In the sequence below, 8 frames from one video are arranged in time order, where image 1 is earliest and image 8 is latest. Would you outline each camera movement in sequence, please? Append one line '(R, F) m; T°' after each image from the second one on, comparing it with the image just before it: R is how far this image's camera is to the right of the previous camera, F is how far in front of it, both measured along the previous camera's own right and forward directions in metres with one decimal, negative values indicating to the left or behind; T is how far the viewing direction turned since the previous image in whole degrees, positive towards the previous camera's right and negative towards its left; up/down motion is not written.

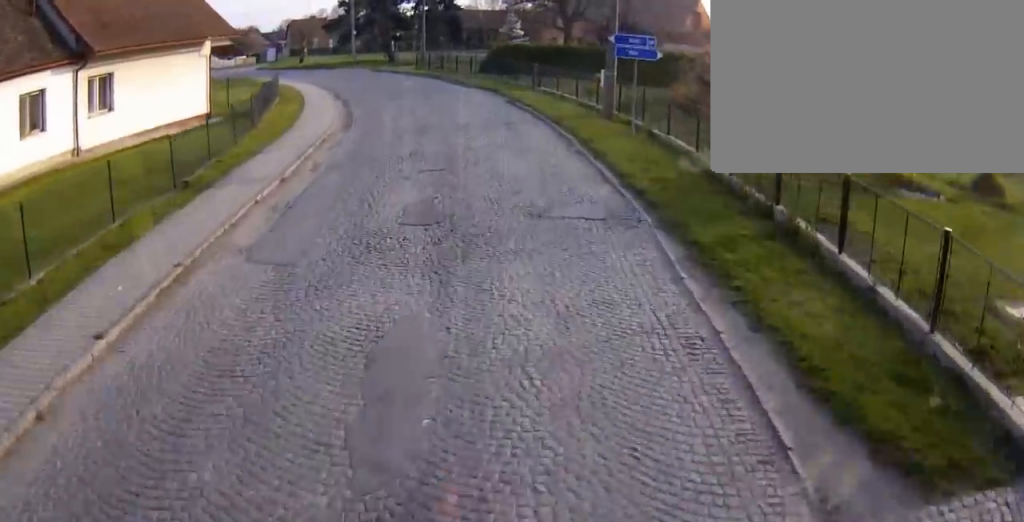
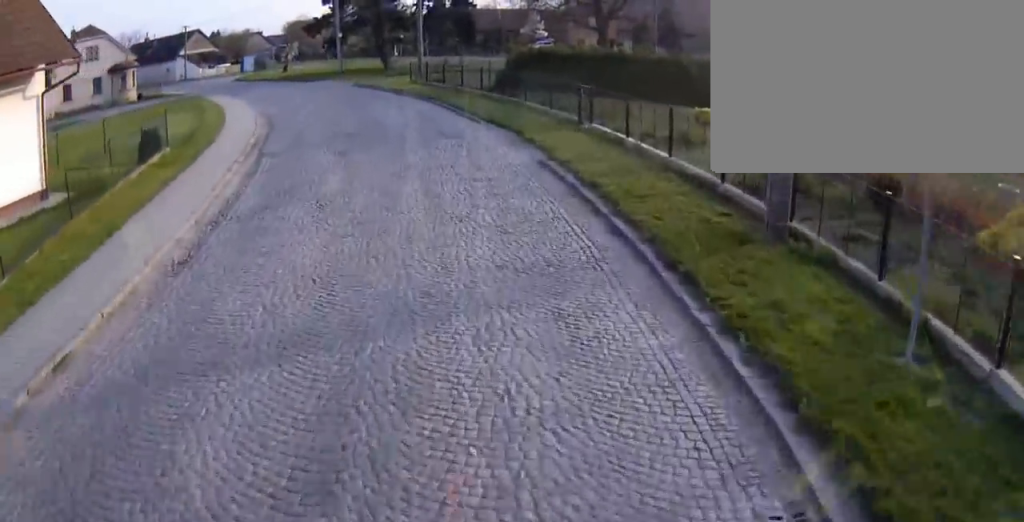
(-0.9, +13.0) m; -7°
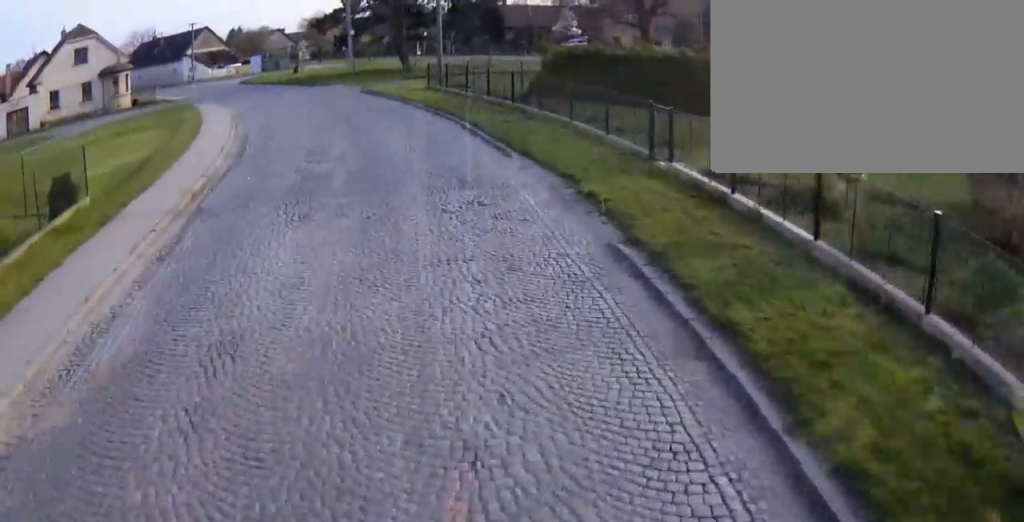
(-0.2, +5.8) m; -3°
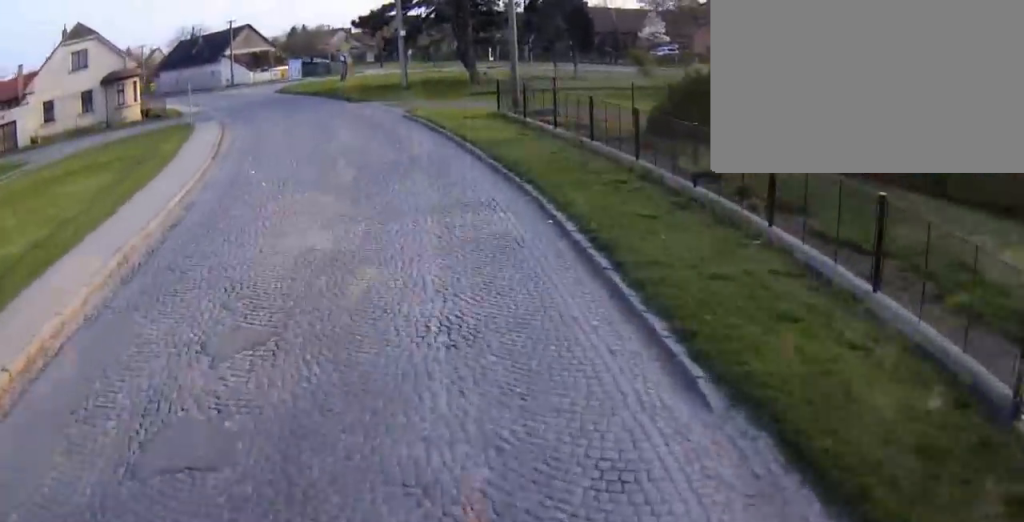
(-0.2, +9.6) m; -5°
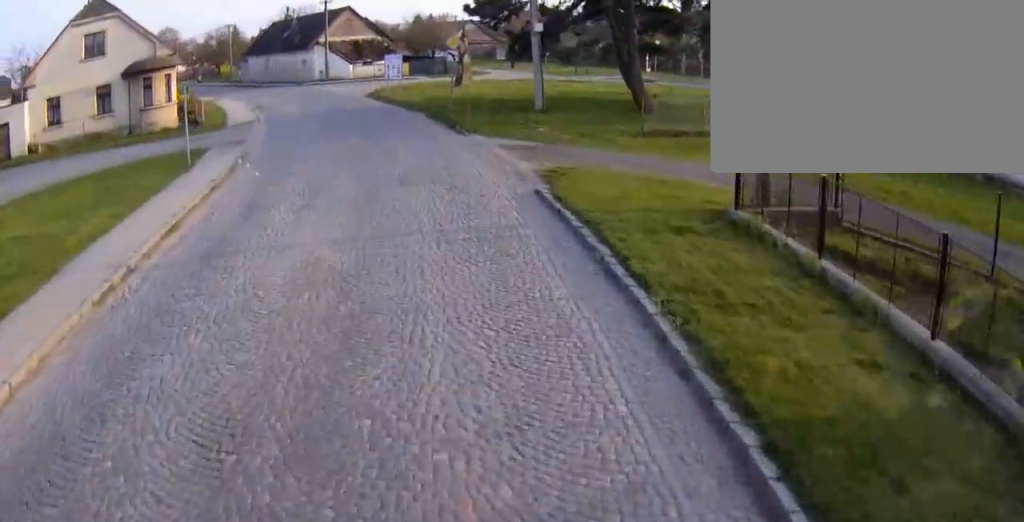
(-0.8, +12.3) m; -6°
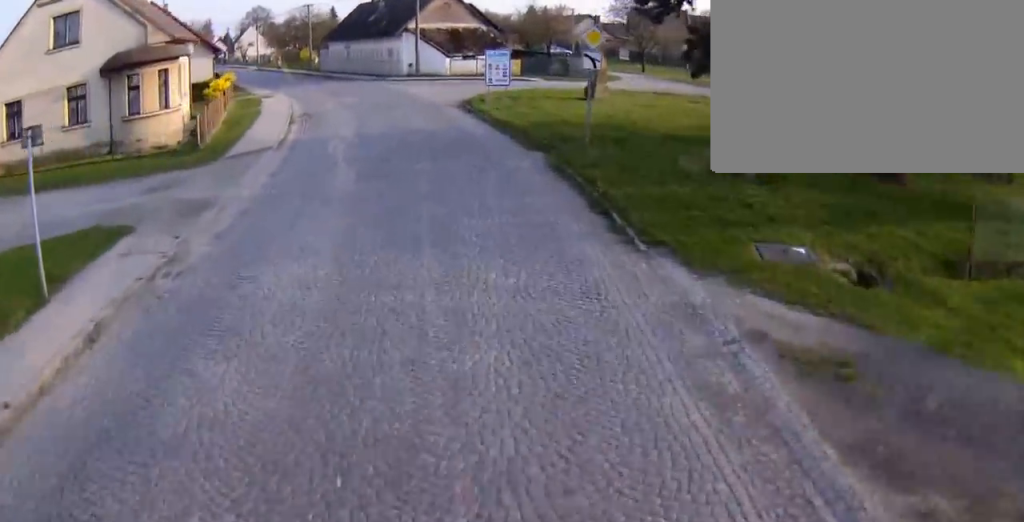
(-0.4, +11.1) m; -7°
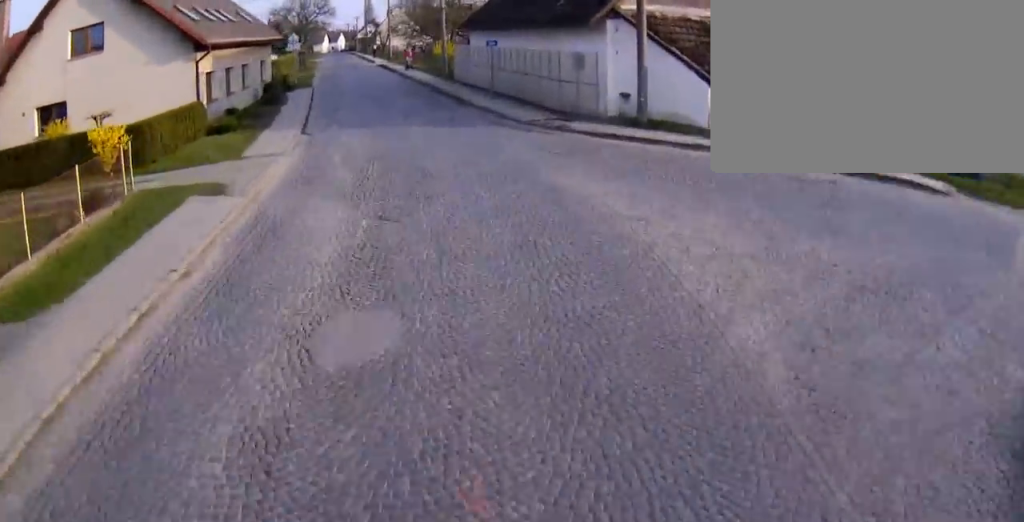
(-5.6, +27.3) m; -18°
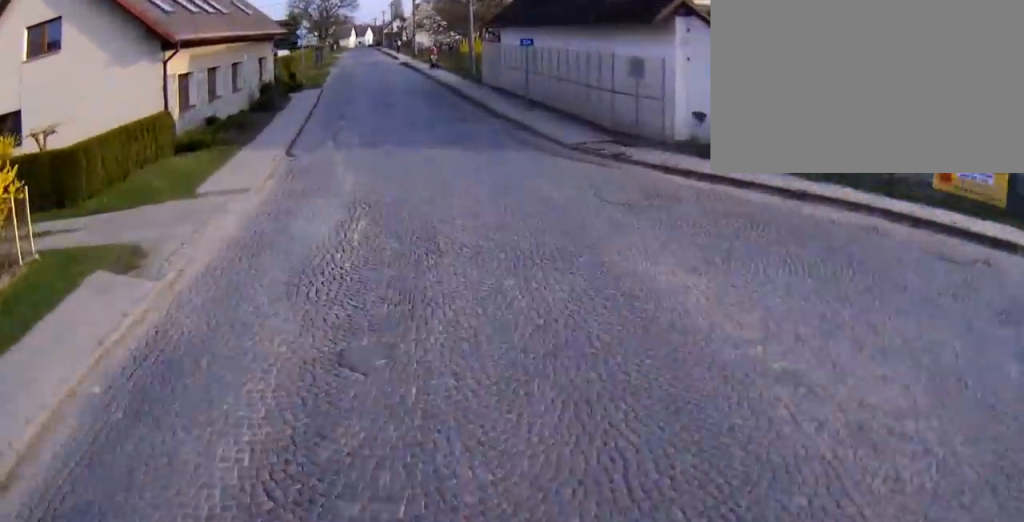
(-0.1, +5.0) m; -1°
